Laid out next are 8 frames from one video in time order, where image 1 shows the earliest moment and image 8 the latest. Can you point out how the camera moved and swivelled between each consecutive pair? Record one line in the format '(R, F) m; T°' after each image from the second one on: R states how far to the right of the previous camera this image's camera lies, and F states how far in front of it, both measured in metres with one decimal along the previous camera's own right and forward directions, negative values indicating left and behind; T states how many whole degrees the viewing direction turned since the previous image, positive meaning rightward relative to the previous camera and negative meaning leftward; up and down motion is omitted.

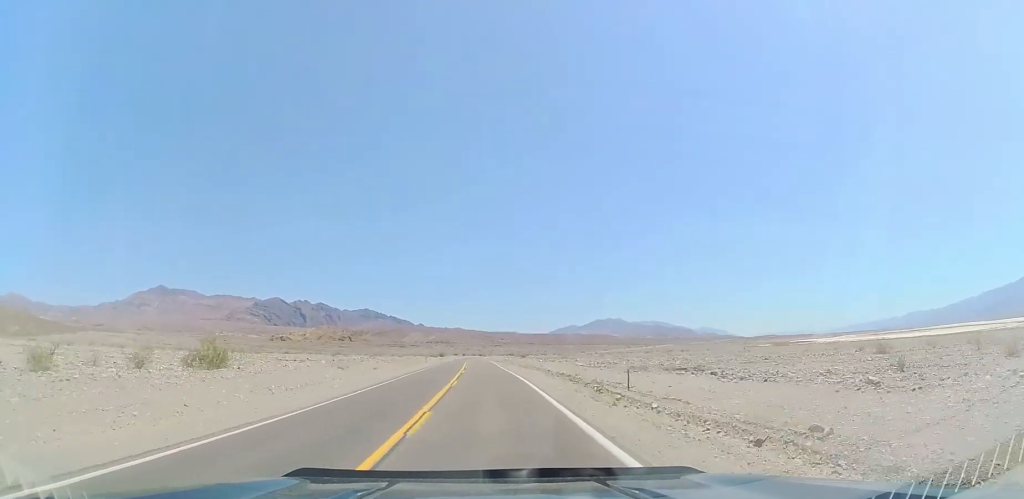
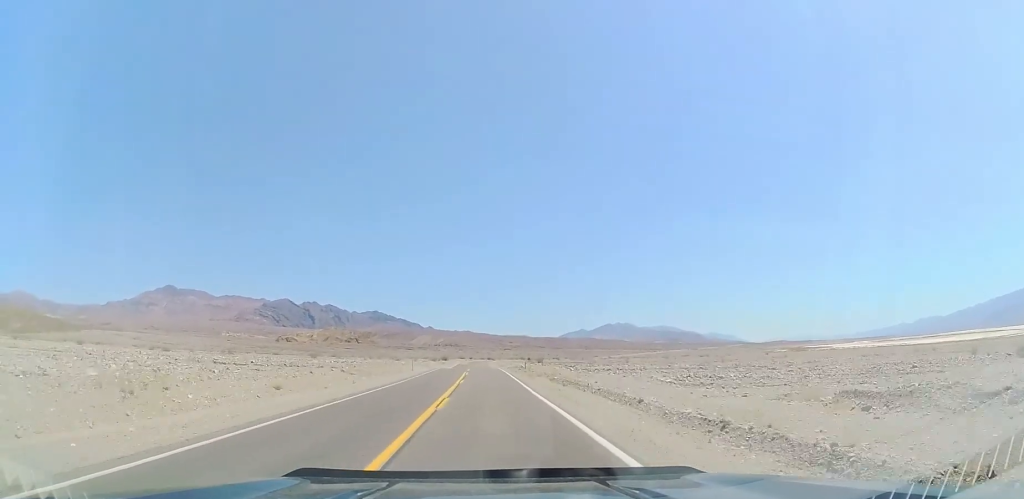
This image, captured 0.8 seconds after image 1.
(-0.5, +23.5) m; -1°
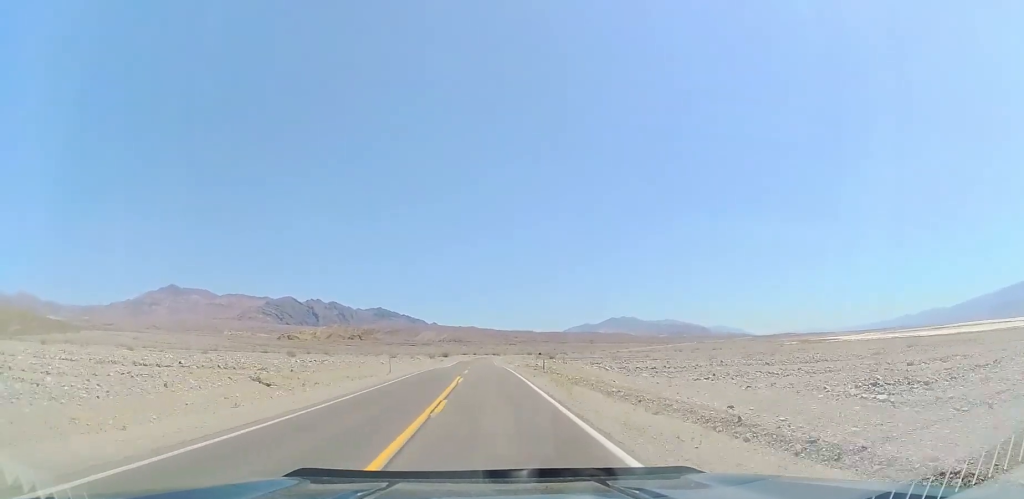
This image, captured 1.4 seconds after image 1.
(-0.1, +16.7) m; -1°
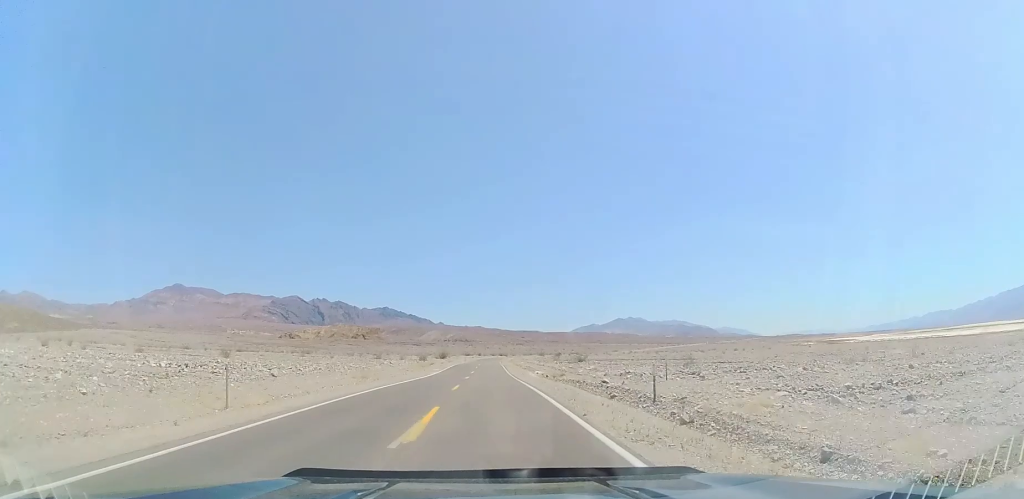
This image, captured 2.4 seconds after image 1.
(-0.1, +30.5) m; -1°
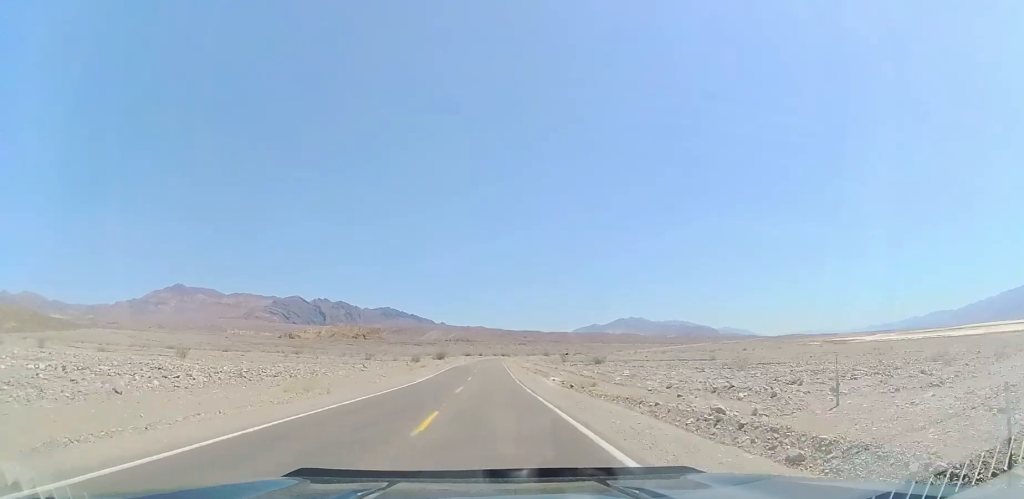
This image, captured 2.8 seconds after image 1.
(0.0, +12.8) m; -1°
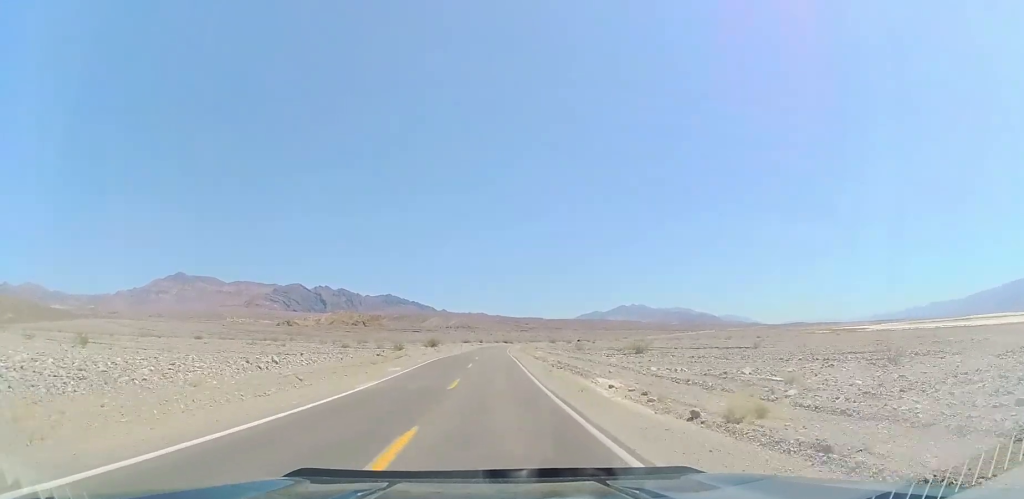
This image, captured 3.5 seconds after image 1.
(-0.4, +19.6) m; 0°
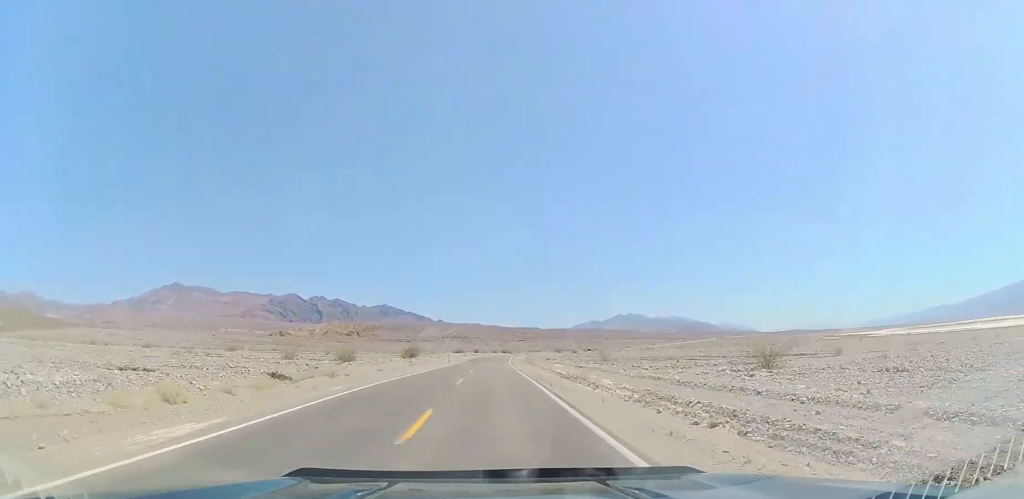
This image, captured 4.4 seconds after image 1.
(0.0, +26.5) m; +1°
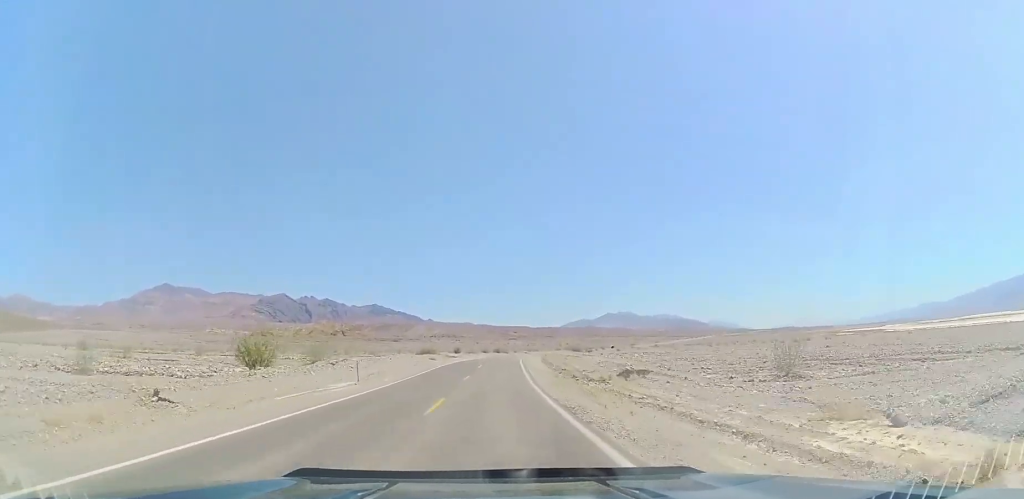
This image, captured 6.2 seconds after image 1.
(+0.8, +53.9) m; +1°
